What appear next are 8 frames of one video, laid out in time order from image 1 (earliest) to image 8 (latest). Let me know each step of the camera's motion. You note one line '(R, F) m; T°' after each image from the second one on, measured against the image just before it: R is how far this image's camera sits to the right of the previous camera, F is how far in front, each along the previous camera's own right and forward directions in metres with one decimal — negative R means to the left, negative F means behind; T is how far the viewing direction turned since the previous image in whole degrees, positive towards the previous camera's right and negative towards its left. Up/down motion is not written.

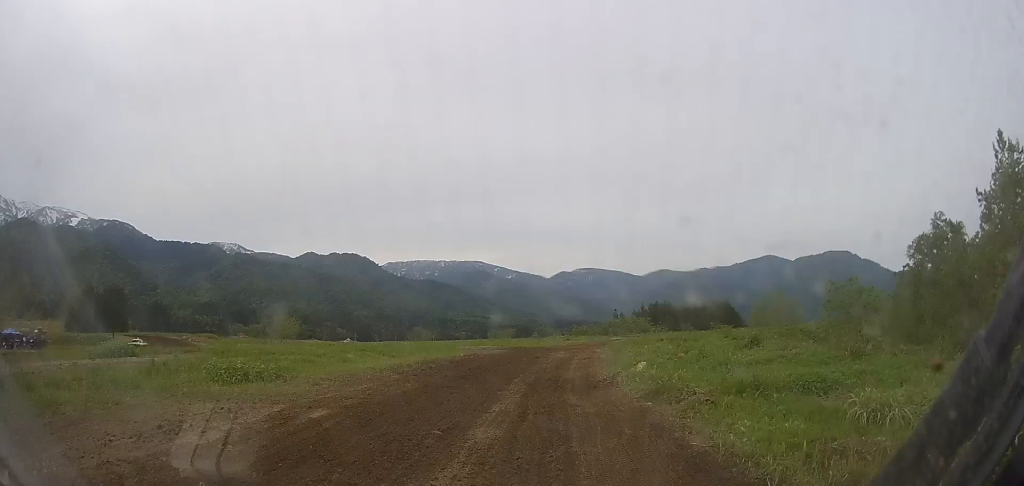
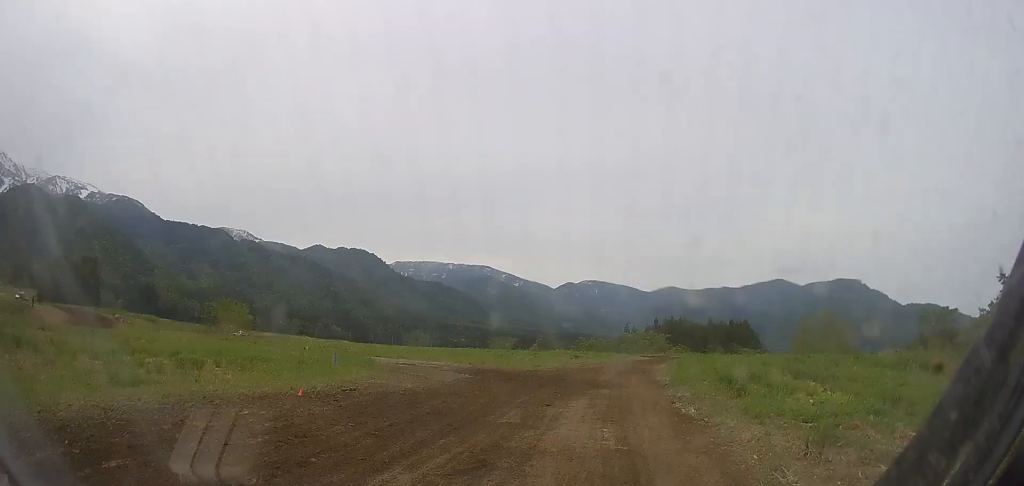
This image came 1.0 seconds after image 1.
(+1.8, +21.5) m; +8°
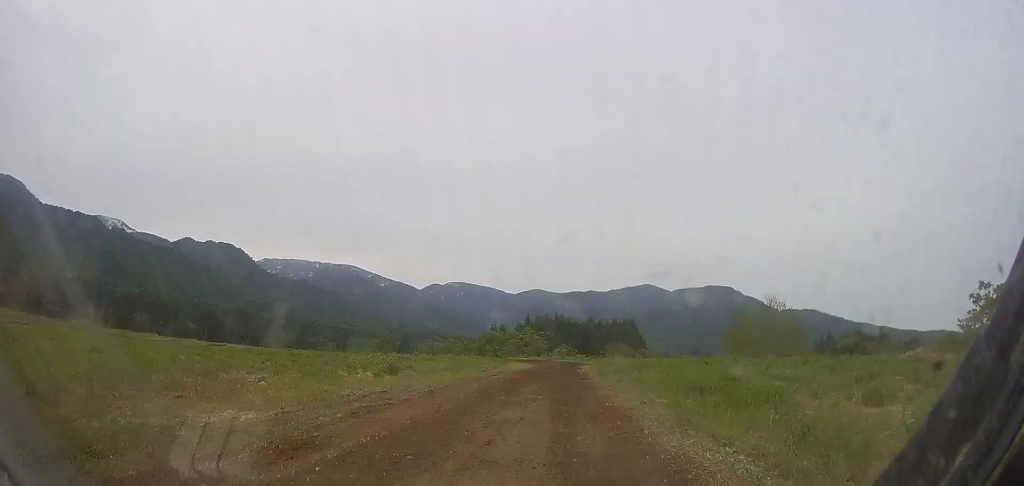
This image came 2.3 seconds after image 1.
(+1.4, +27.5) m; +7°
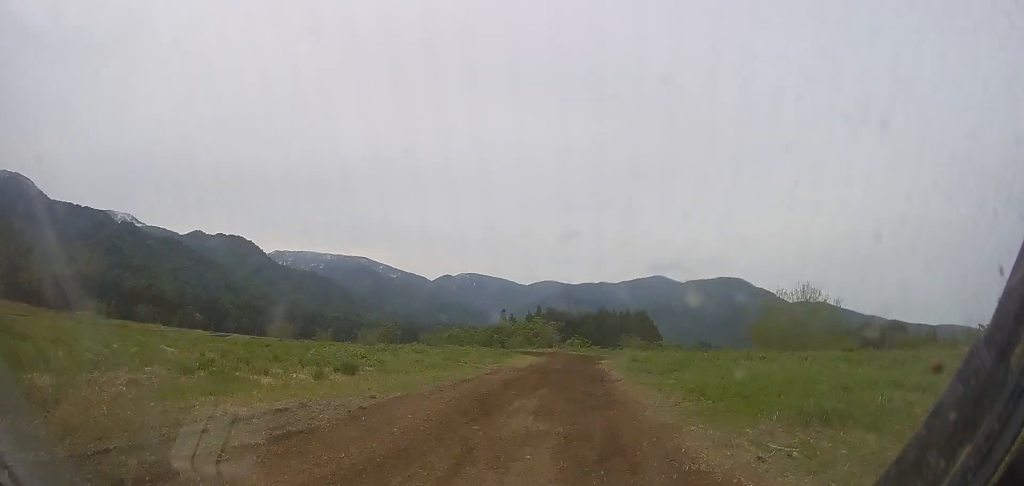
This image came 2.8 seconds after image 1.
(+0.4, +8.2) m; -1°
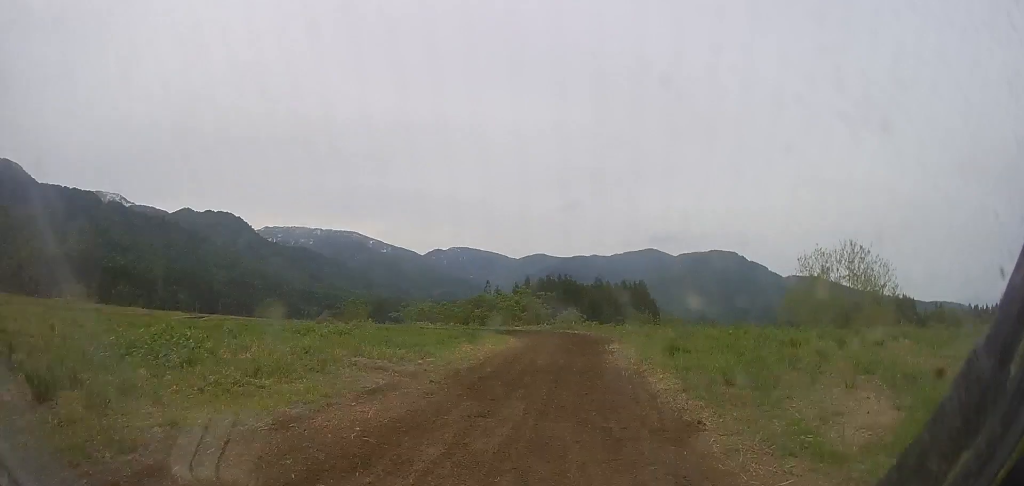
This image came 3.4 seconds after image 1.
(+1.1, +12.8) m; -3°
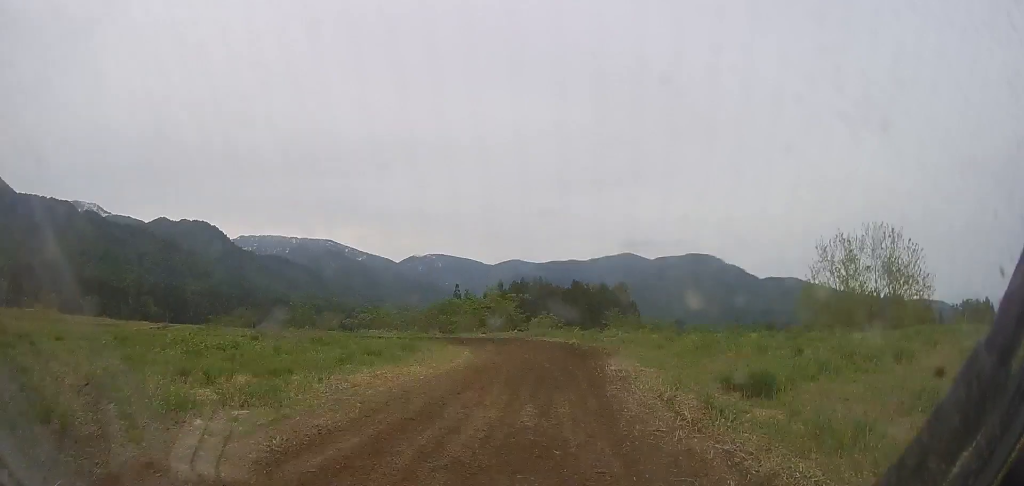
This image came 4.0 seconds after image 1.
(-1.5, +8.3) m; -7°
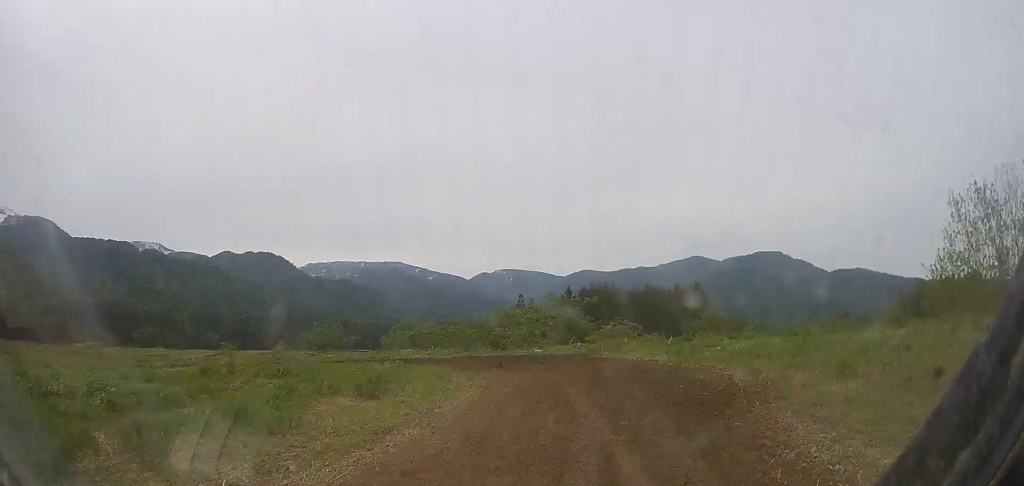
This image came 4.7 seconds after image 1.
(-0.9, +10.7) m; -6°
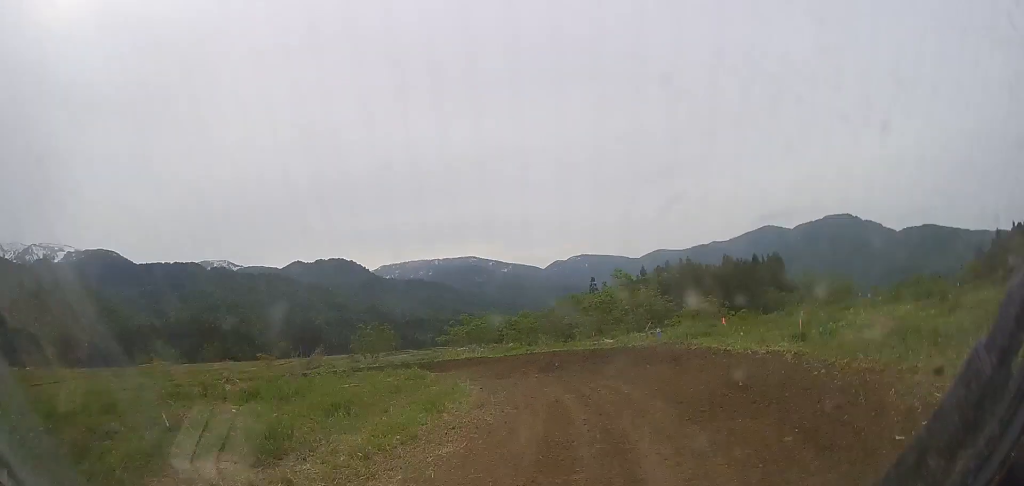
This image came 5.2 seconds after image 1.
(-0.1, +6.2) m; -1°
